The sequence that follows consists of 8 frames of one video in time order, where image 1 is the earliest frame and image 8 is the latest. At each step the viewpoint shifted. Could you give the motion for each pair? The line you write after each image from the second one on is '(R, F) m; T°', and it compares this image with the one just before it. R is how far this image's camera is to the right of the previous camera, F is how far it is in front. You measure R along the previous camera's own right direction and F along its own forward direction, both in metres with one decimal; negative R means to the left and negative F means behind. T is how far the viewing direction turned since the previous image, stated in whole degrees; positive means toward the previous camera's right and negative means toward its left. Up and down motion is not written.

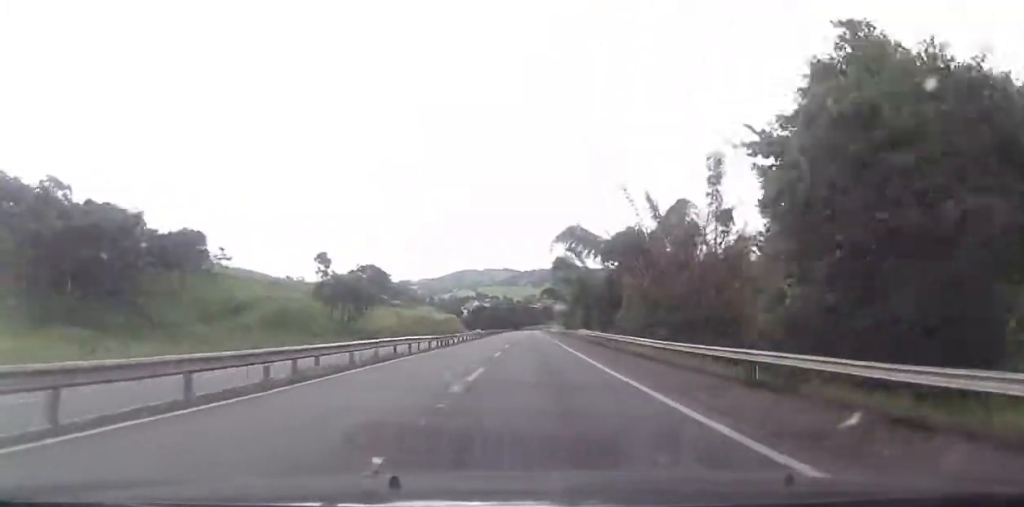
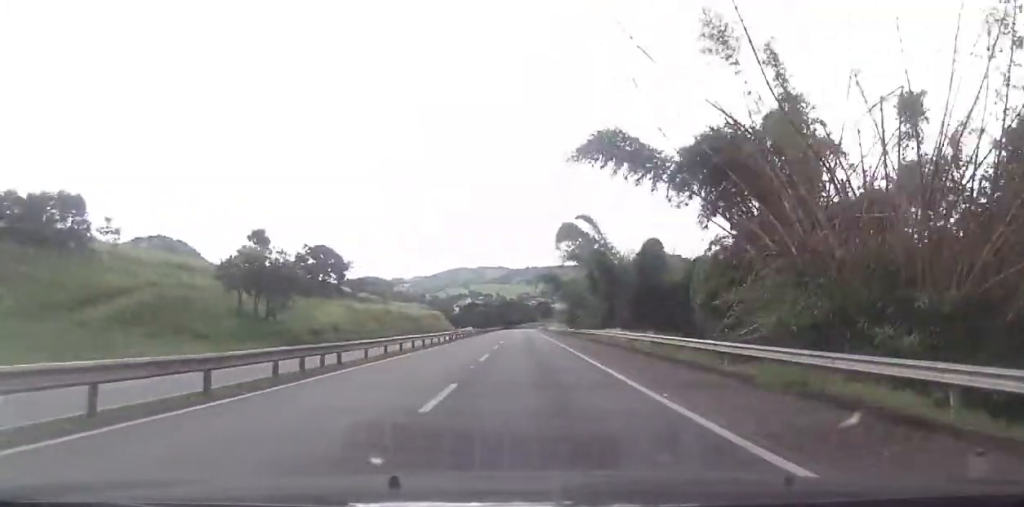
(+0.7, +29.4) m; +3°
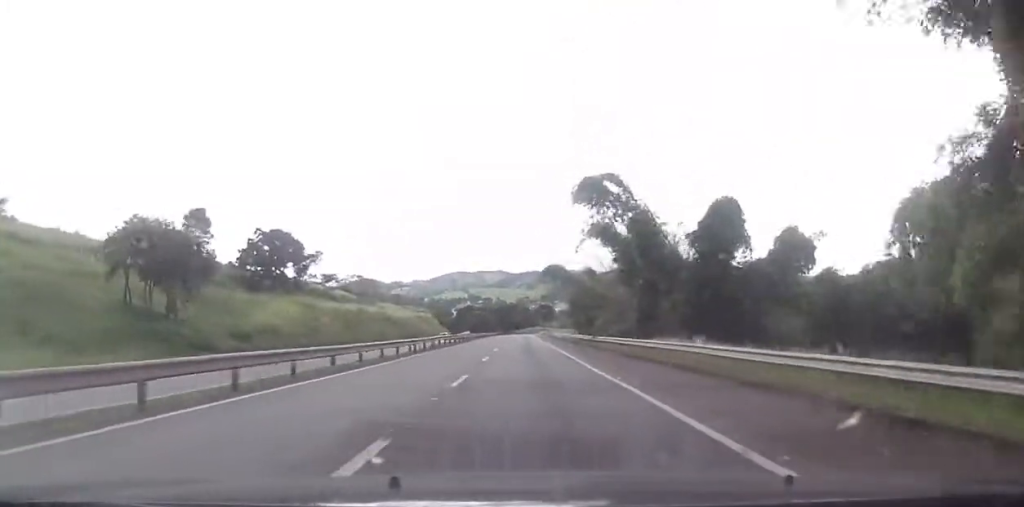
(+0.4, +20.2) m; +2°
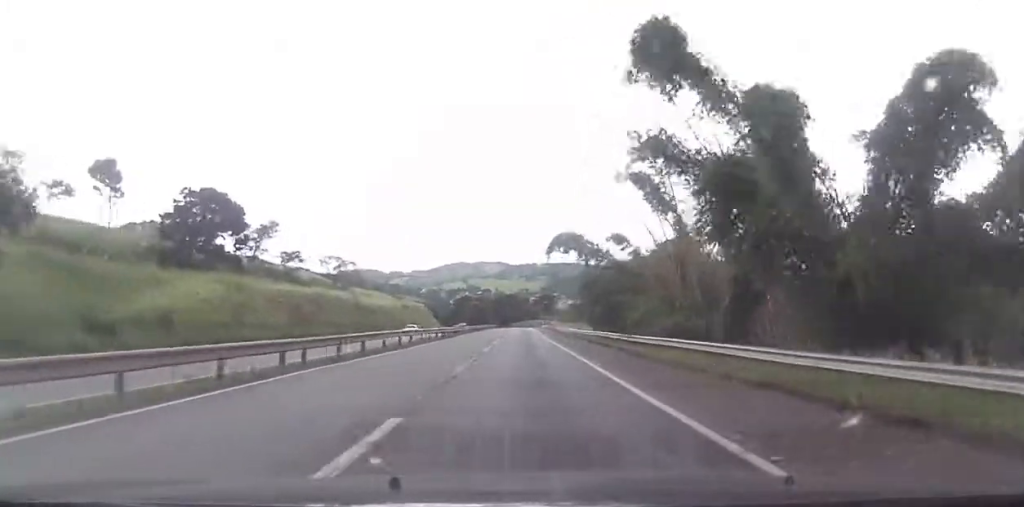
(+0.3, +20.5) m; 0°
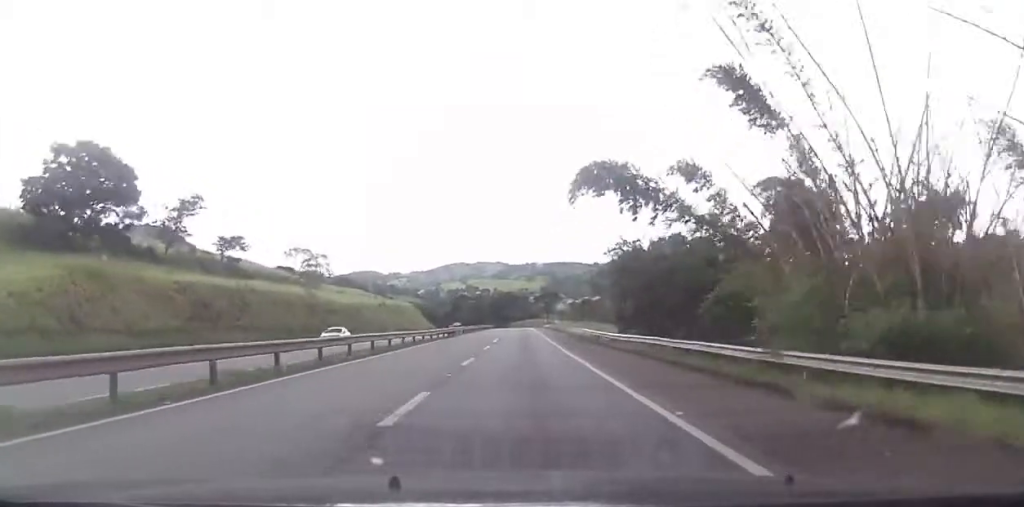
(+0.3, +21.7) m; 0°
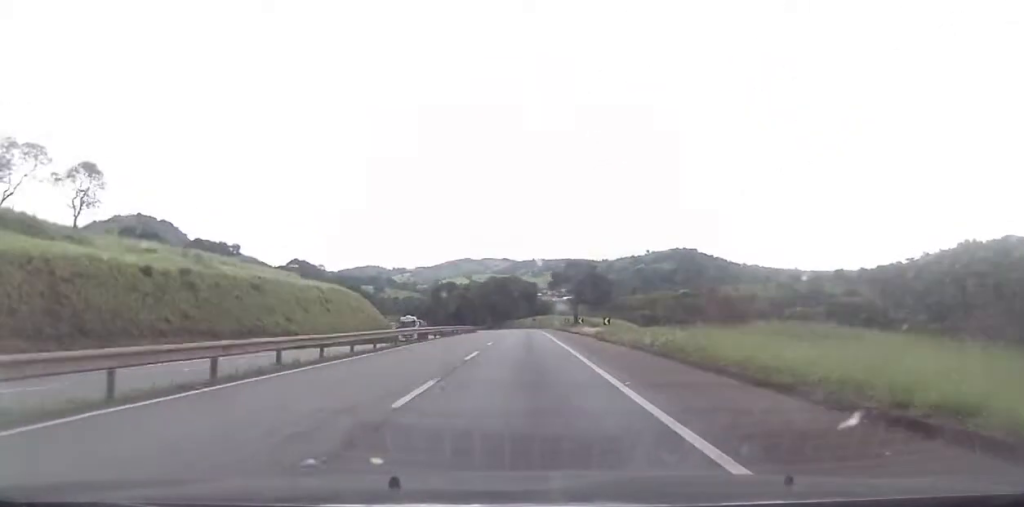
(+0.1, +81.6) m; +1°
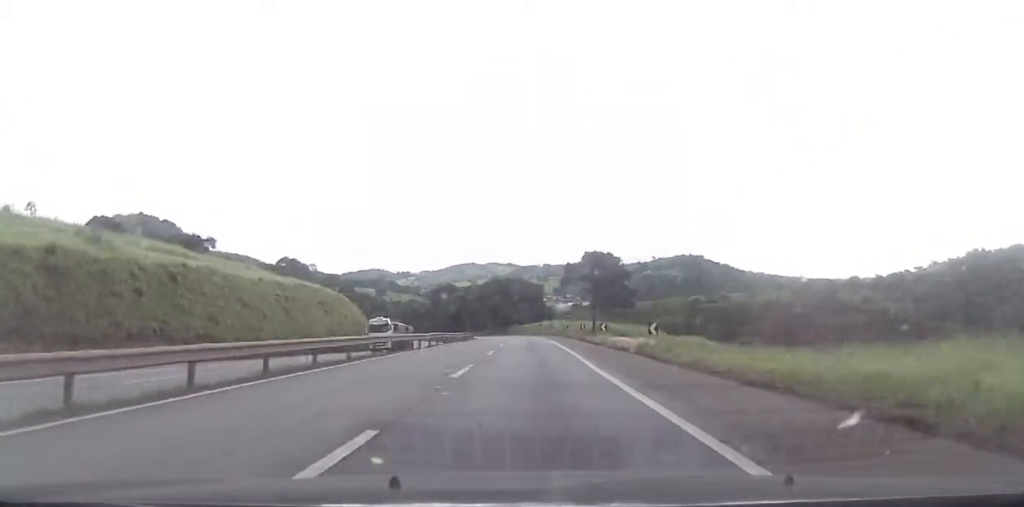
(0.0, +18.1) m; 0°
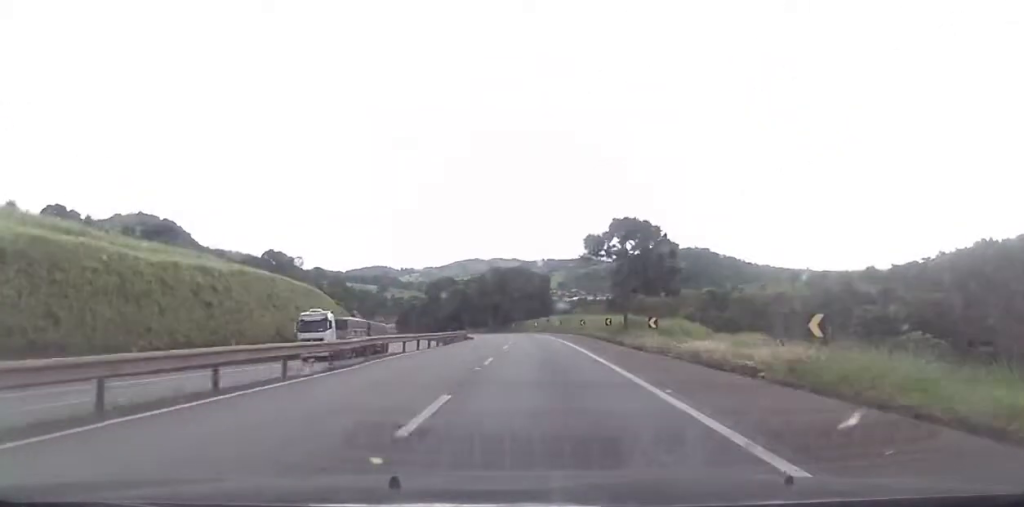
(0.0, +20.3) m; 0°
